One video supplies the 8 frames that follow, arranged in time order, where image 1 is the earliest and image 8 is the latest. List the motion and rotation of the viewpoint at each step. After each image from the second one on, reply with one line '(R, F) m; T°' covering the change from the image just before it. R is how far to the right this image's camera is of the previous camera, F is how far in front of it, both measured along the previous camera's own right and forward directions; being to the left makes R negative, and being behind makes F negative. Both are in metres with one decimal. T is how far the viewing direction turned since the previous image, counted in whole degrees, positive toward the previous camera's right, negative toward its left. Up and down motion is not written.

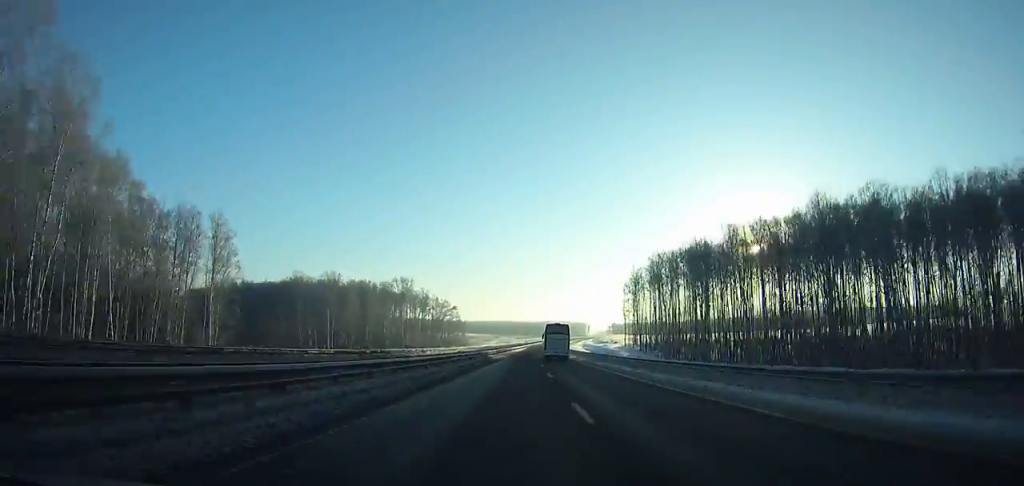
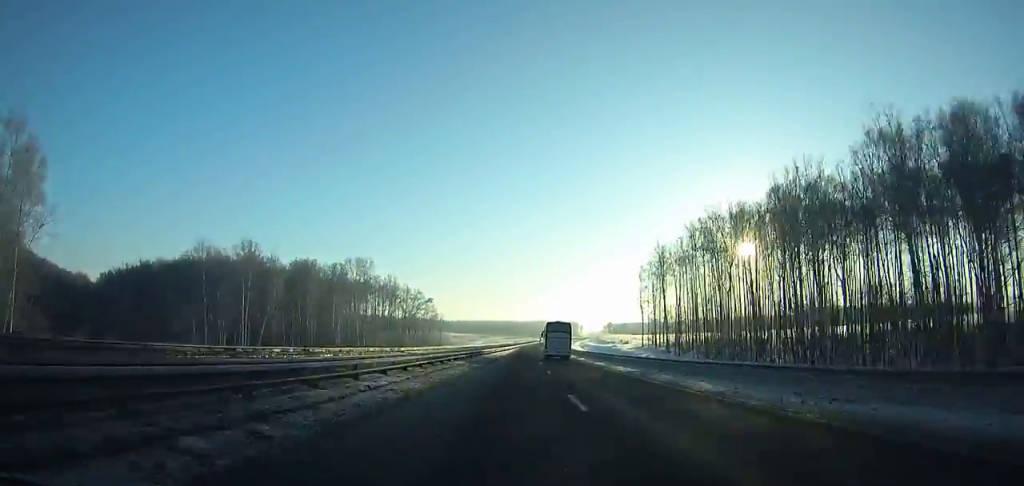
(+0.2, +47.0) m; +1°
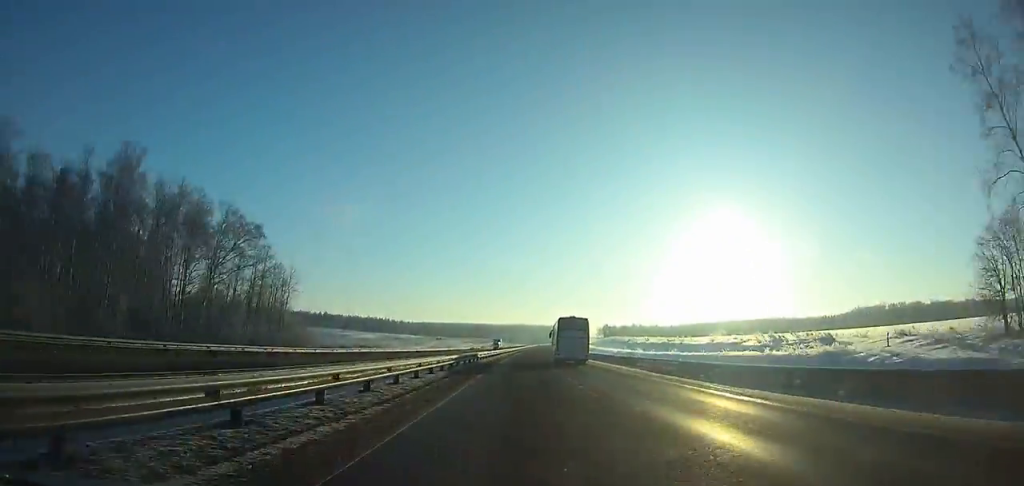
(+2.7, +138.0) m; +2°
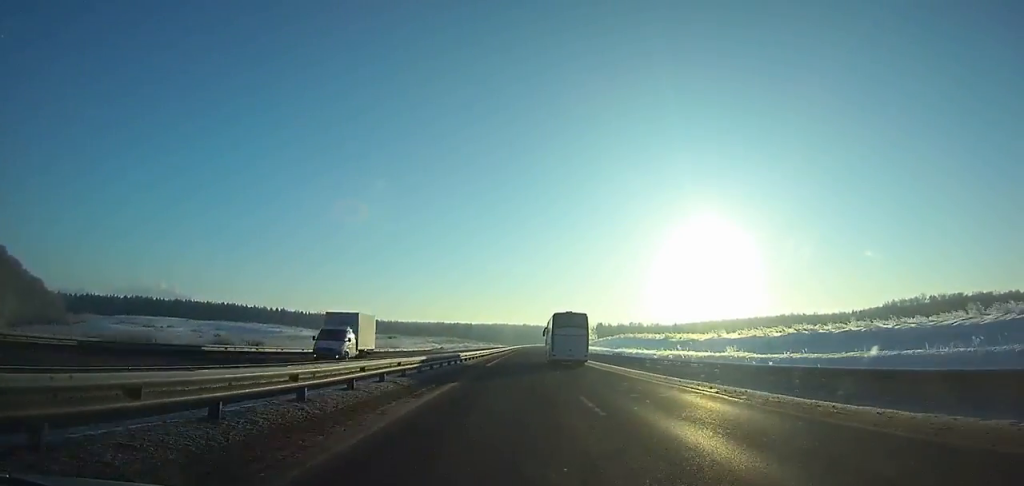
(+0.9, +68.2) m; +1°
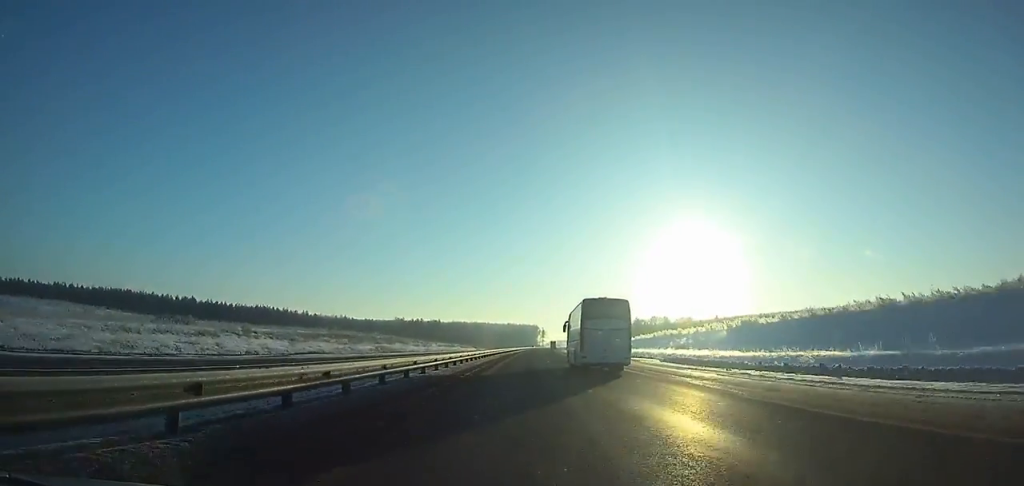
(+2.3, +129.7) m; +2°
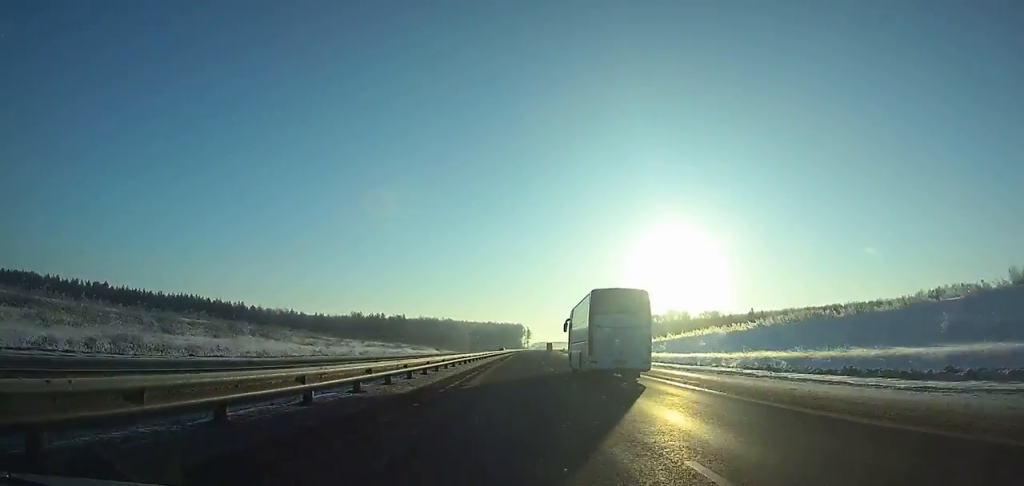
(+0.9, +75.2) m; +1°
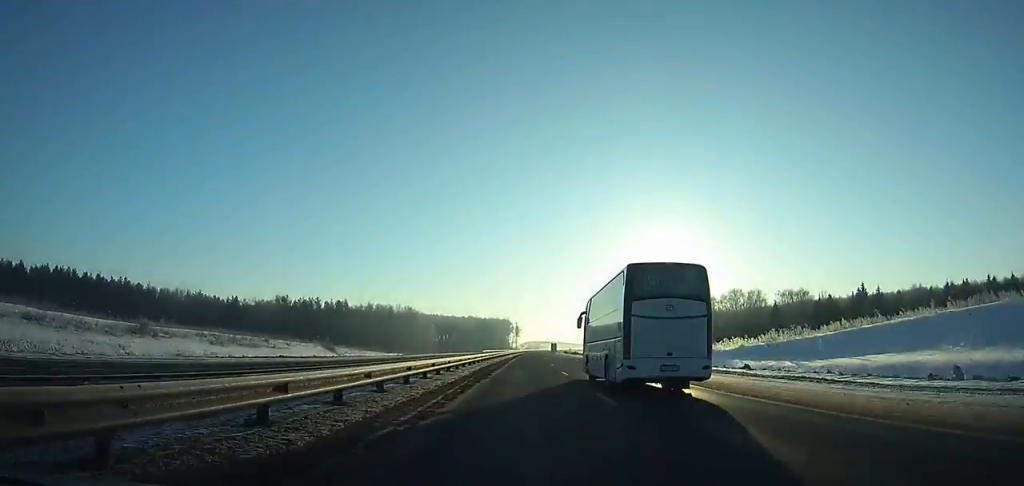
(+1.1, +102.1) m; +2°
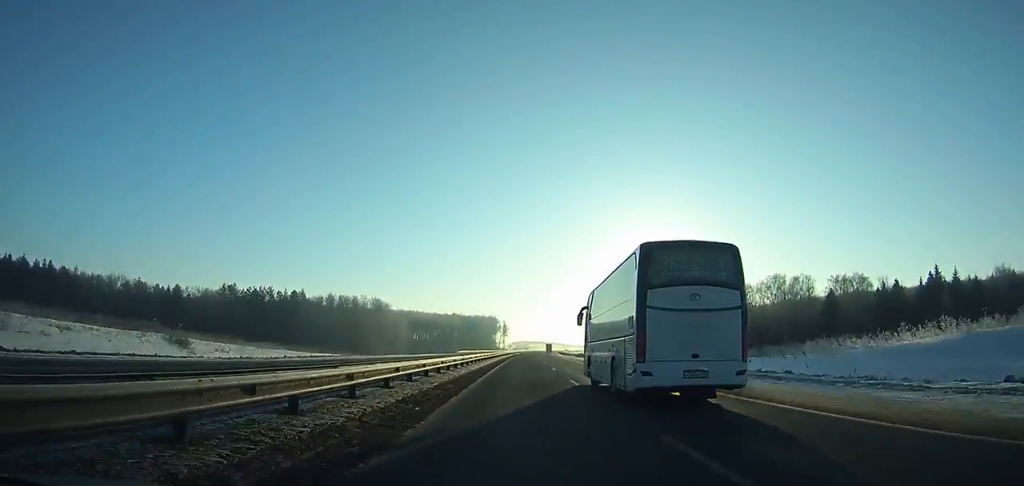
(+0.1, +40.4) m; +1°
